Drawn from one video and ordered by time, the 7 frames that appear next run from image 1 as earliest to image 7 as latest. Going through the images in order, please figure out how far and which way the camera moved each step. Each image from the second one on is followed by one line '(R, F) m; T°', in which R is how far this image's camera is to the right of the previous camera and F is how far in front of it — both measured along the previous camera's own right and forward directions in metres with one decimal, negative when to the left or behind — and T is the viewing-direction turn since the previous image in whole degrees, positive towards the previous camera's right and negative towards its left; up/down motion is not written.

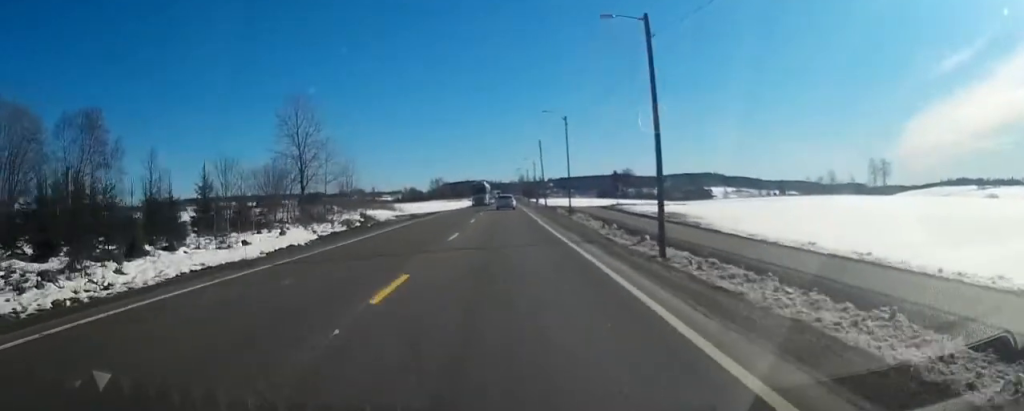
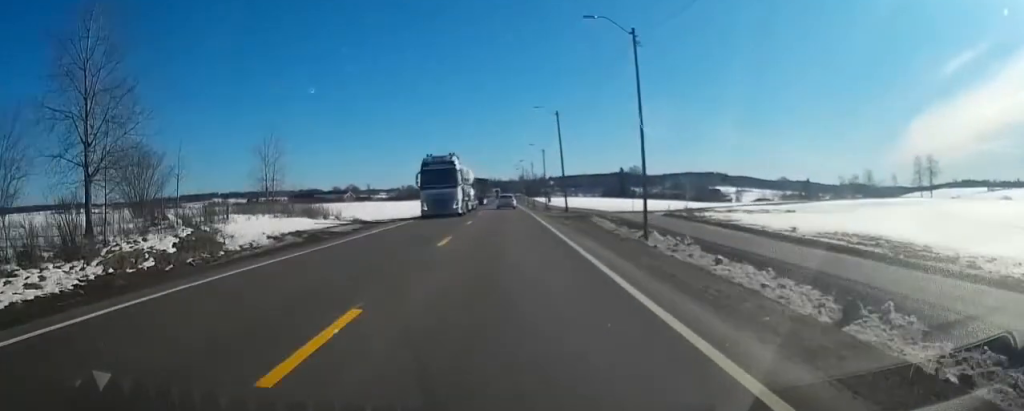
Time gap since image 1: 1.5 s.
(-0.1, +27.4) m; -1°
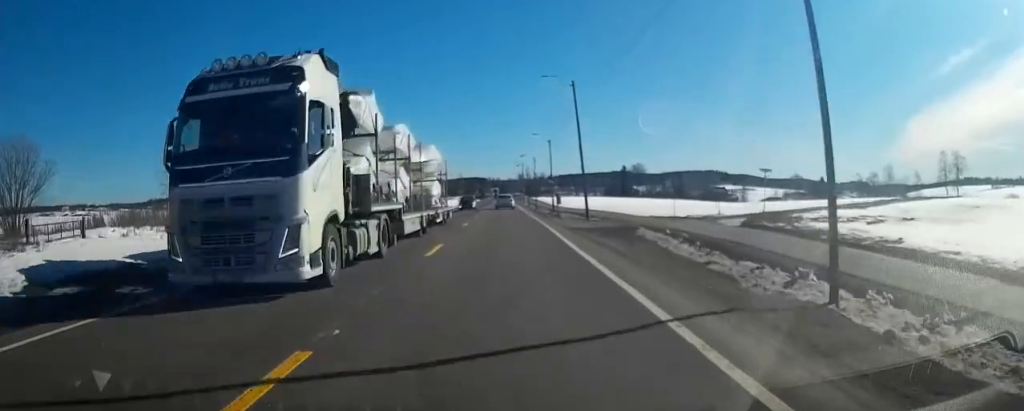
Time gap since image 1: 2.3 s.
(-0.1, +14.1) m; 0°
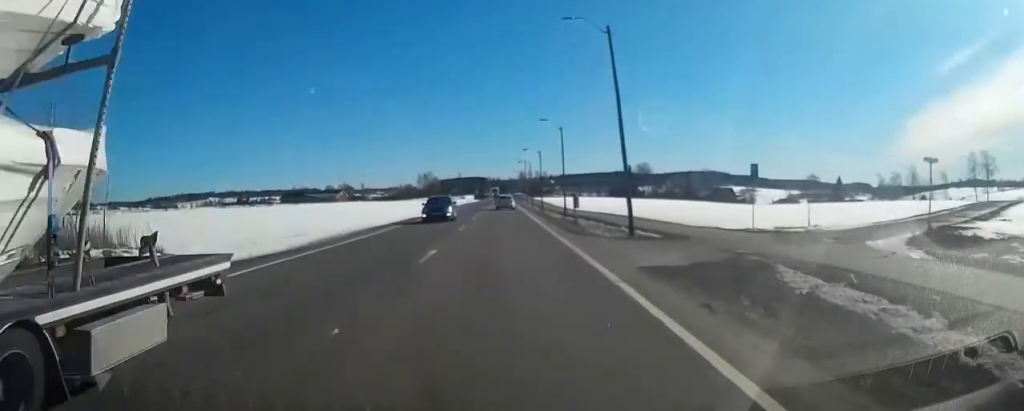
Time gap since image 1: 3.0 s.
(+0.1, +13.6) m; 0°
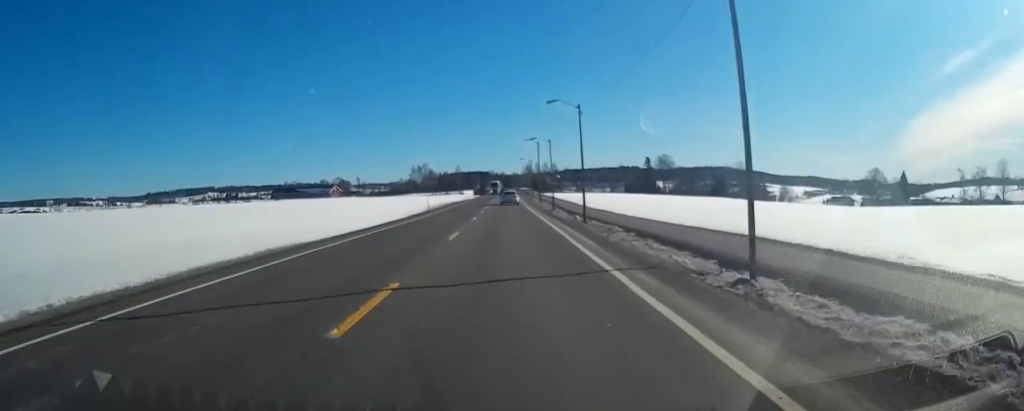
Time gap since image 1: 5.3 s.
(+0.1, +42.1) m; 0°
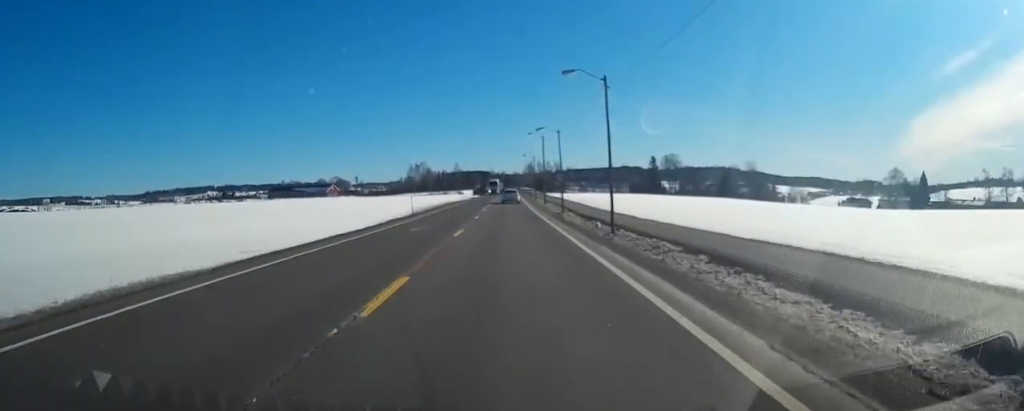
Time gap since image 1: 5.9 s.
(-0.1, +11.2) m; 0°
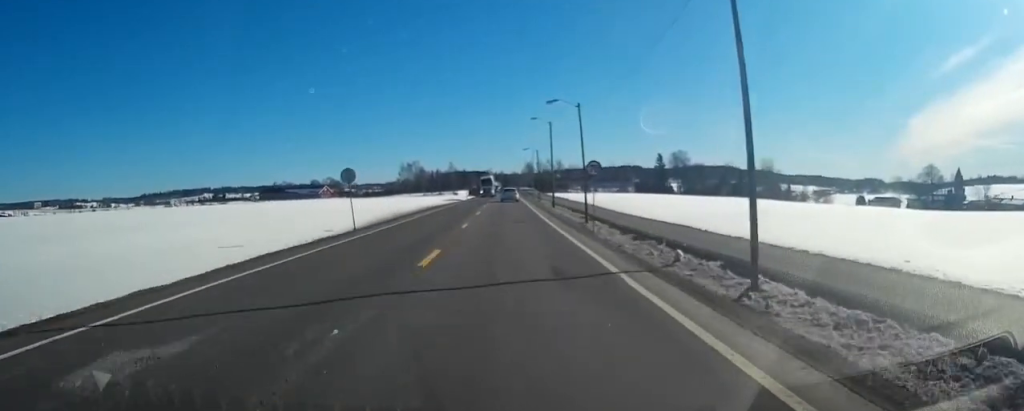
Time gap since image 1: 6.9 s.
(+0.1, +19.2) m; 0°
